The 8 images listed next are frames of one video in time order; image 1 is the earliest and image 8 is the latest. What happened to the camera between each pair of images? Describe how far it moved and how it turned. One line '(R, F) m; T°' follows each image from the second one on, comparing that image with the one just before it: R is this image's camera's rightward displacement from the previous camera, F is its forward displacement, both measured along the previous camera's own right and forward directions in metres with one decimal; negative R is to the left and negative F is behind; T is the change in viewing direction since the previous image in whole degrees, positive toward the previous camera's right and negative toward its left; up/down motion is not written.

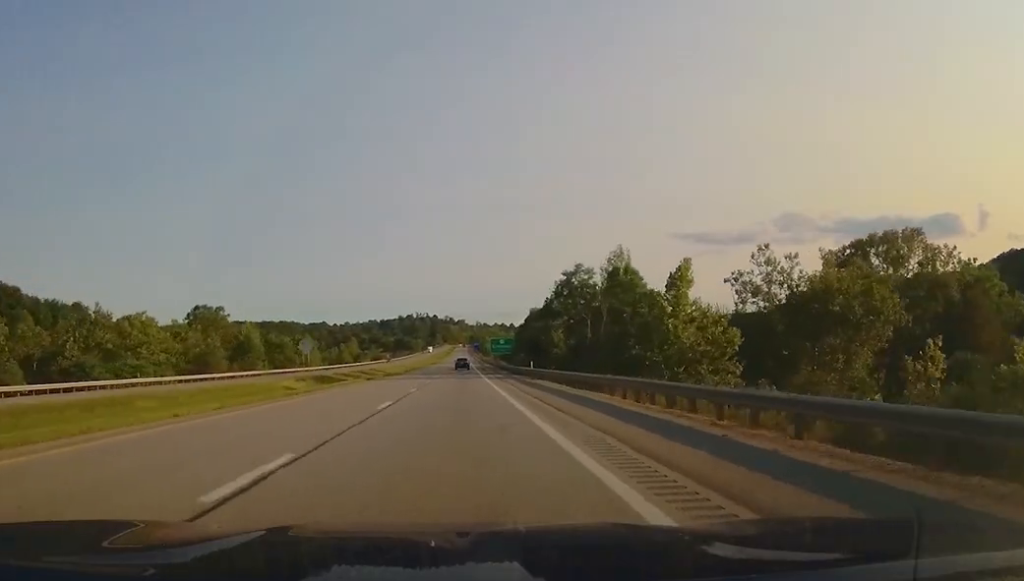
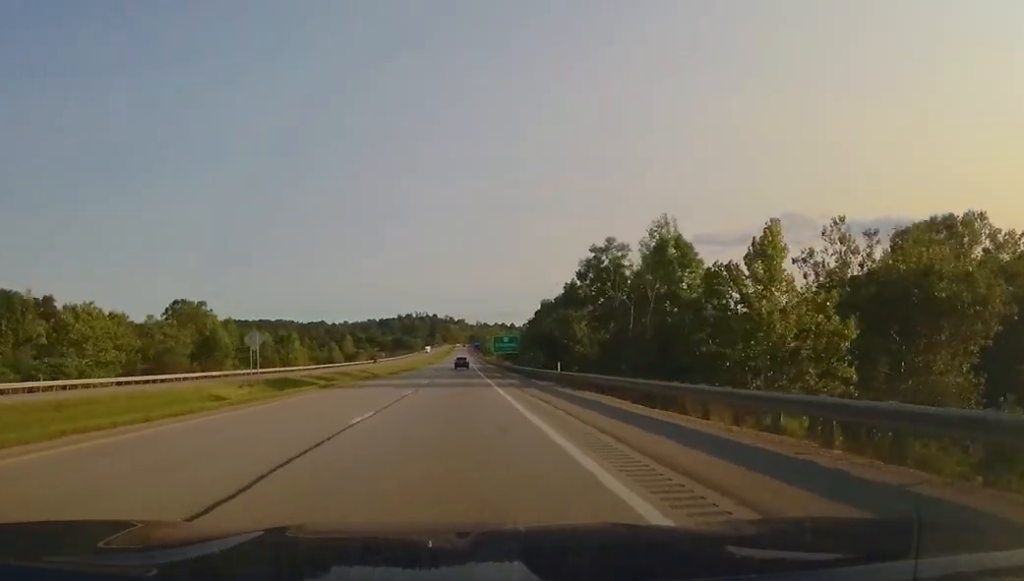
(0.0, +16.2) m; 0°
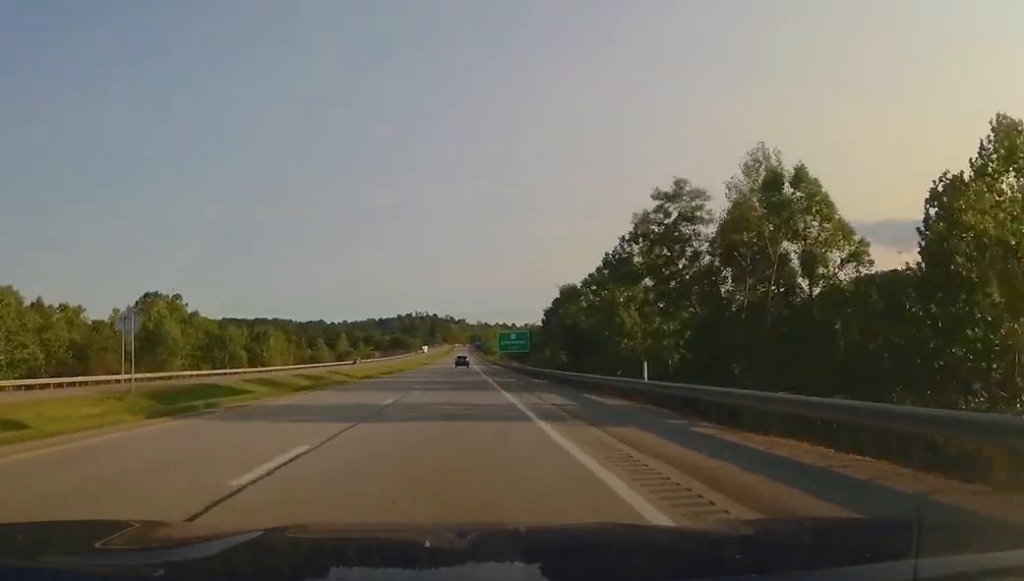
(+0.1, +19.5) m; 0°
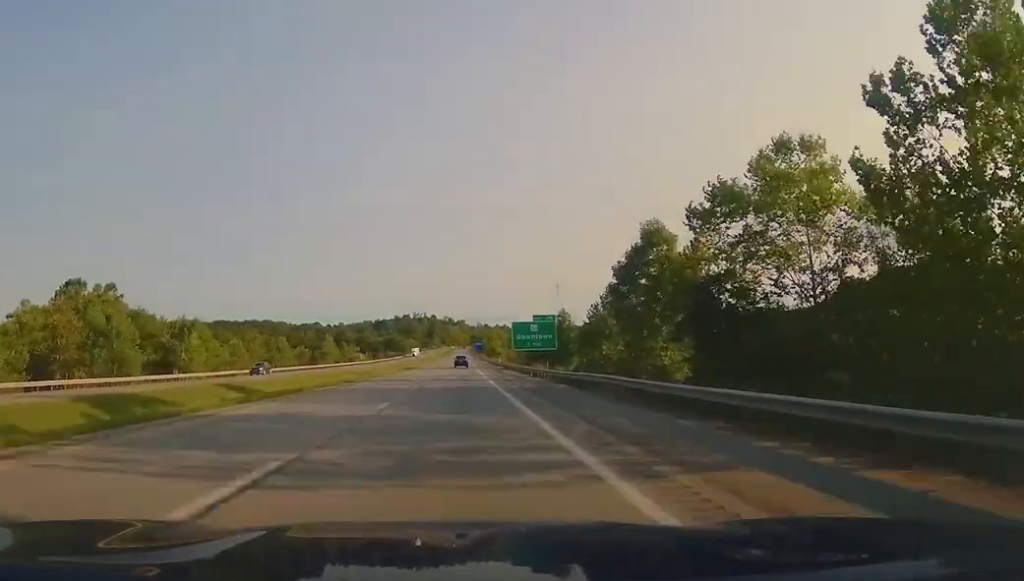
(+0.1, +38.0) m; 0°
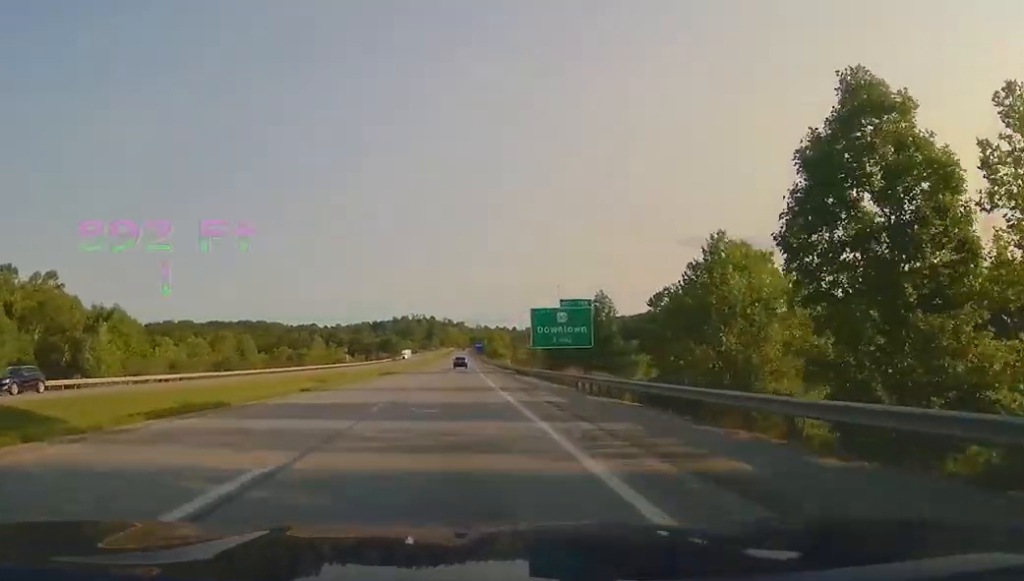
(0.0, +25.0) m; 0°
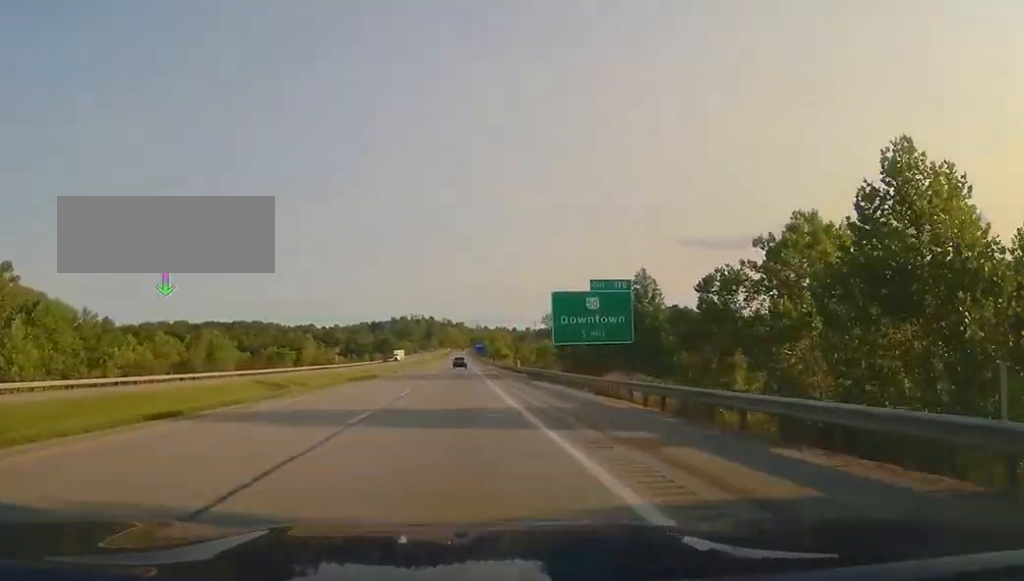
(0.0, +15.2) m; 0°
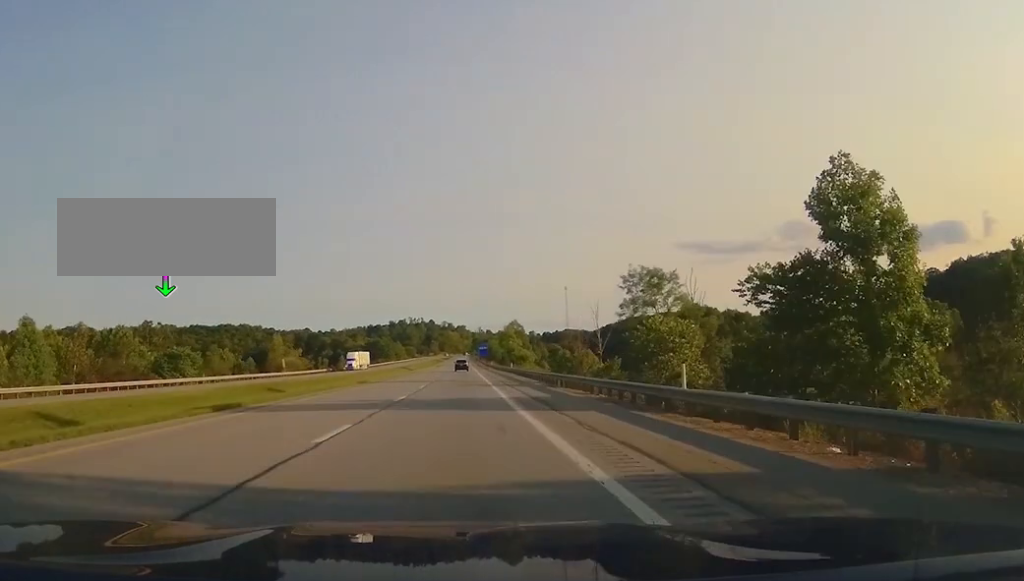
(-0.2, +52.2) m; 0°
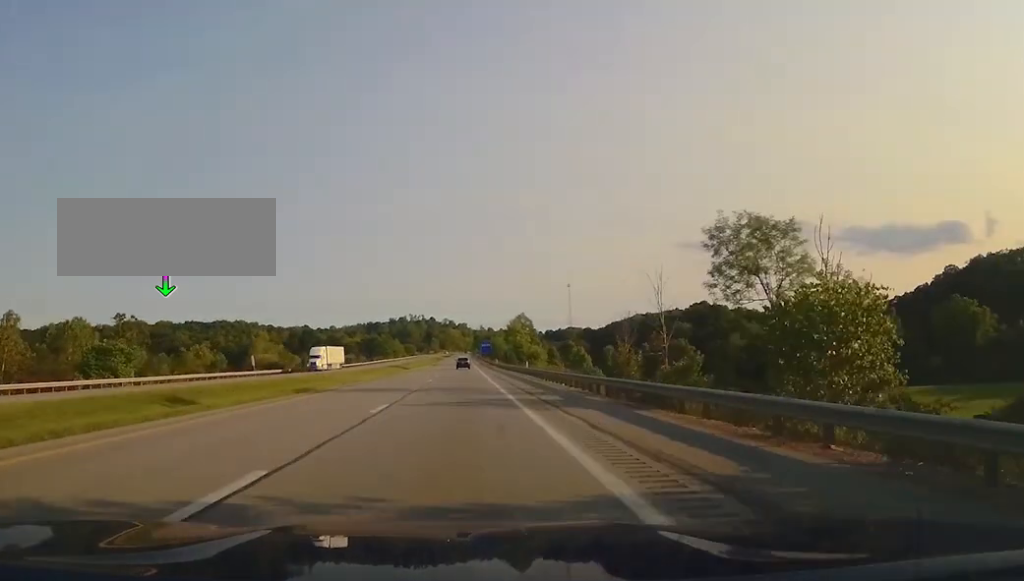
(0.0, +18.4) m; 0°
